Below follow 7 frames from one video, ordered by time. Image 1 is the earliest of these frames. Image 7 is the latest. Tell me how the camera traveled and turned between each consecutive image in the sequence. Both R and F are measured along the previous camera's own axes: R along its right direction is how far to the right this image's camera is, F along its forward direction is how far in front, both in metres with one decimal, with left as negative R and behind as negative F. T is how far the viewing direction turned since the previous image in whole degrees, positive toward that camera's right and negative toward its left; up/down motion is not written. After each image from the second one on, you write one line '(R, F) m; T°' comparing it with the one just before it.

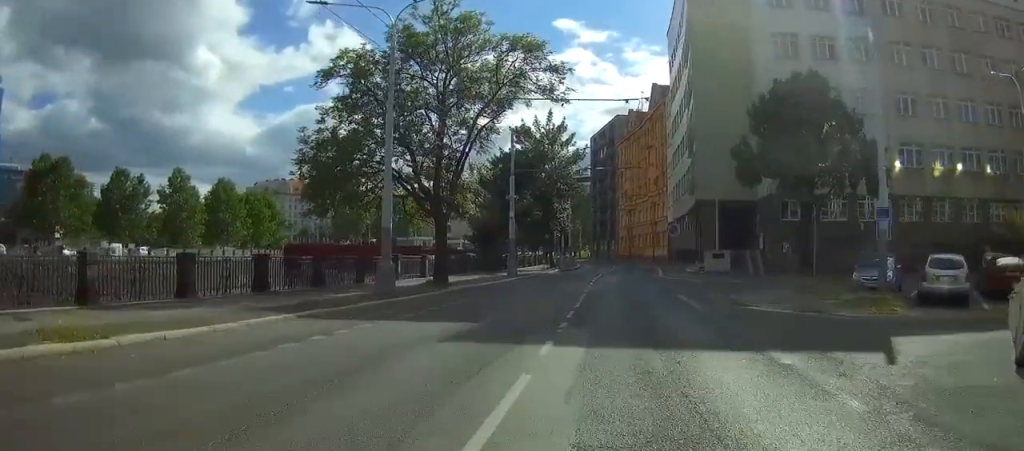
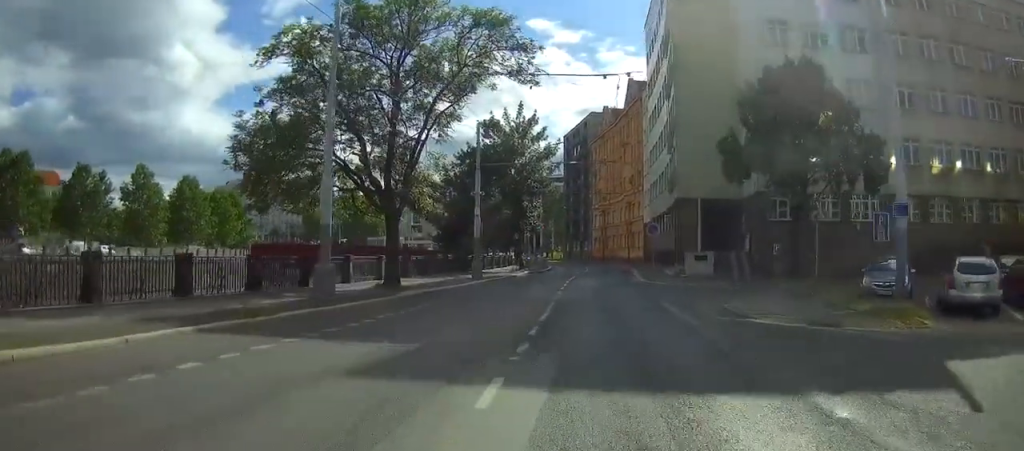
(0.0, +2.0) m; -1°
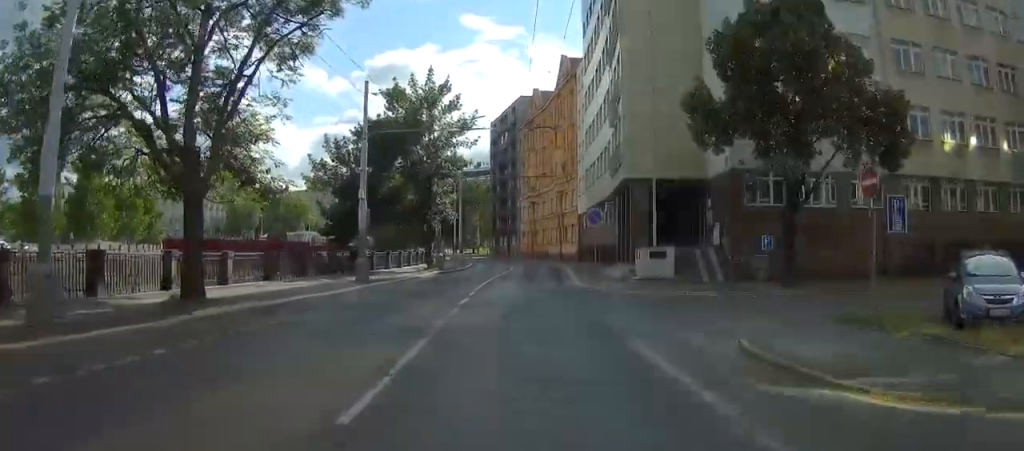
(-0.2, +6.9) m; 0°
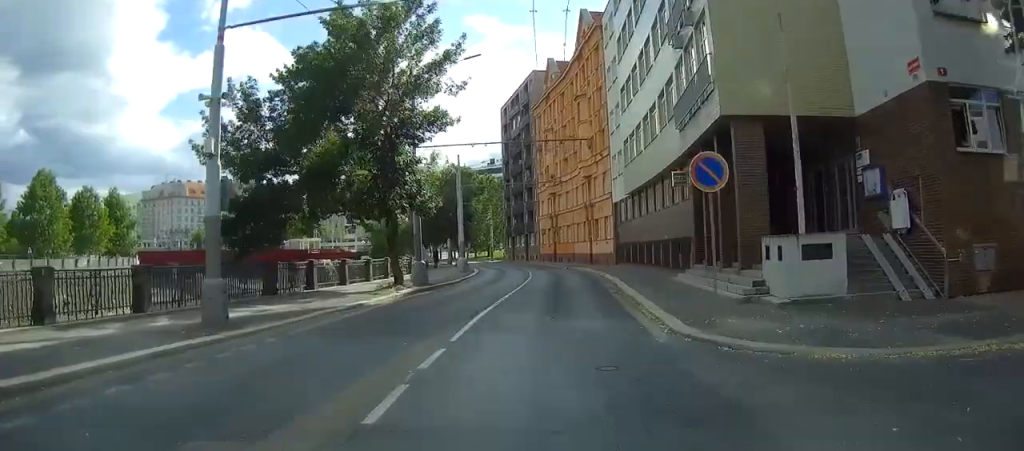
(+0.2, +13.0) m; +2°
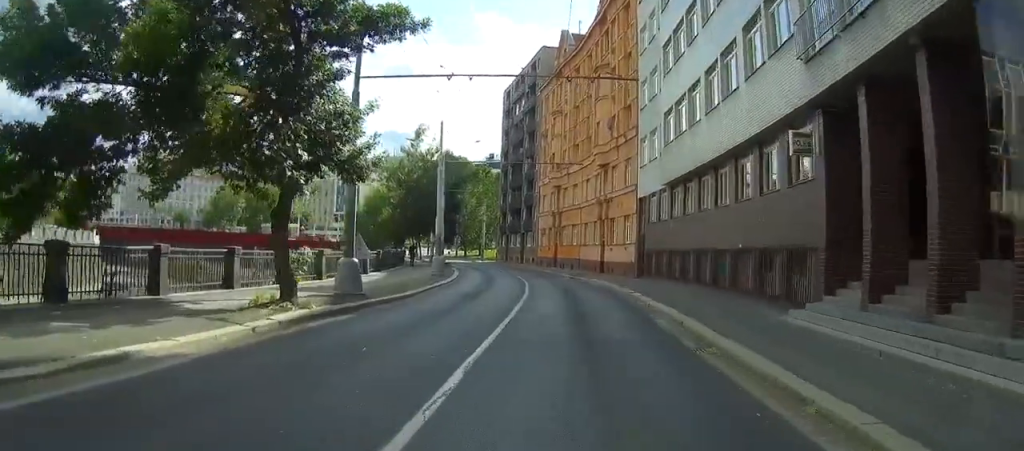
(+0.3, +10.8) m; +3°
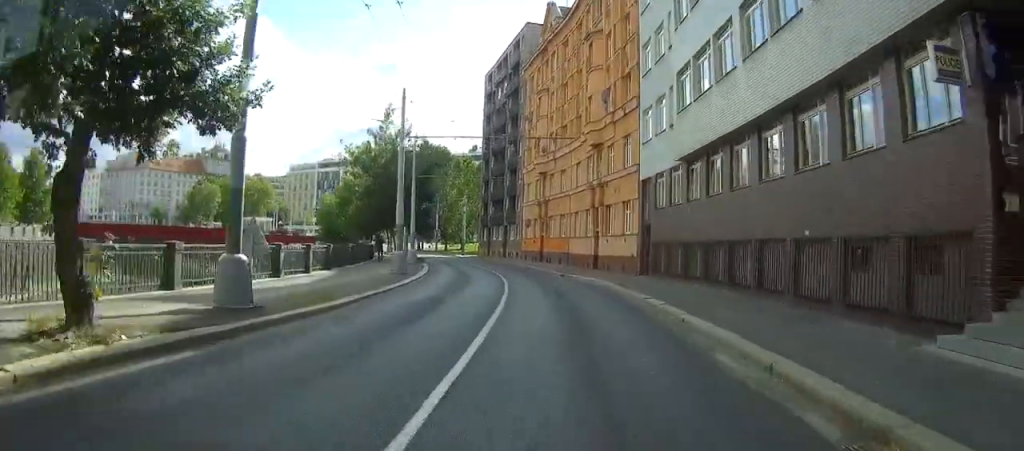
(+0.1, +6.4) m; +2°
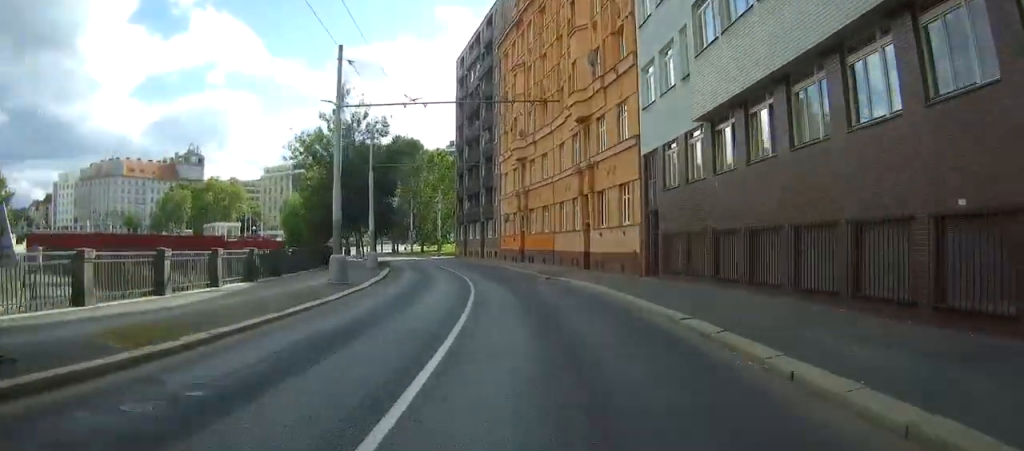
(-0.1, +6.6) m; +2°
